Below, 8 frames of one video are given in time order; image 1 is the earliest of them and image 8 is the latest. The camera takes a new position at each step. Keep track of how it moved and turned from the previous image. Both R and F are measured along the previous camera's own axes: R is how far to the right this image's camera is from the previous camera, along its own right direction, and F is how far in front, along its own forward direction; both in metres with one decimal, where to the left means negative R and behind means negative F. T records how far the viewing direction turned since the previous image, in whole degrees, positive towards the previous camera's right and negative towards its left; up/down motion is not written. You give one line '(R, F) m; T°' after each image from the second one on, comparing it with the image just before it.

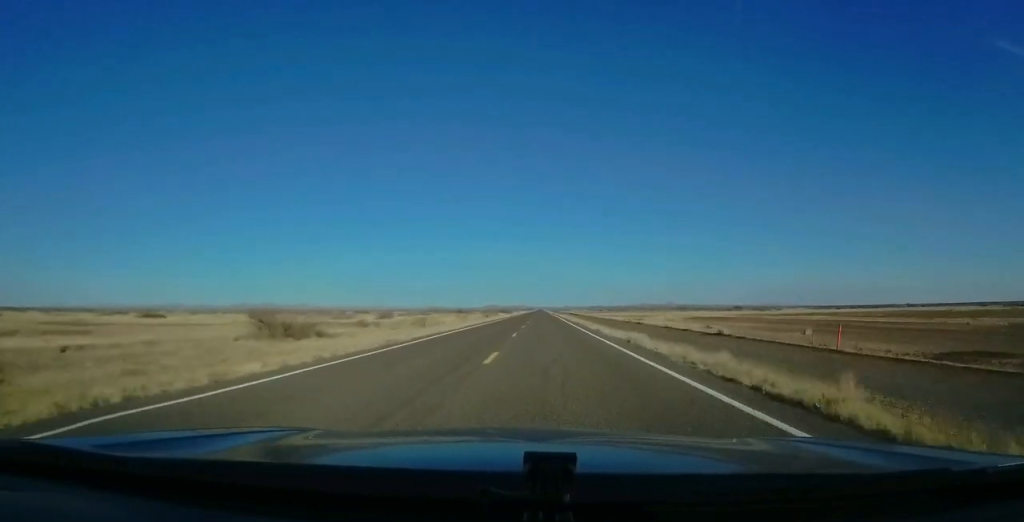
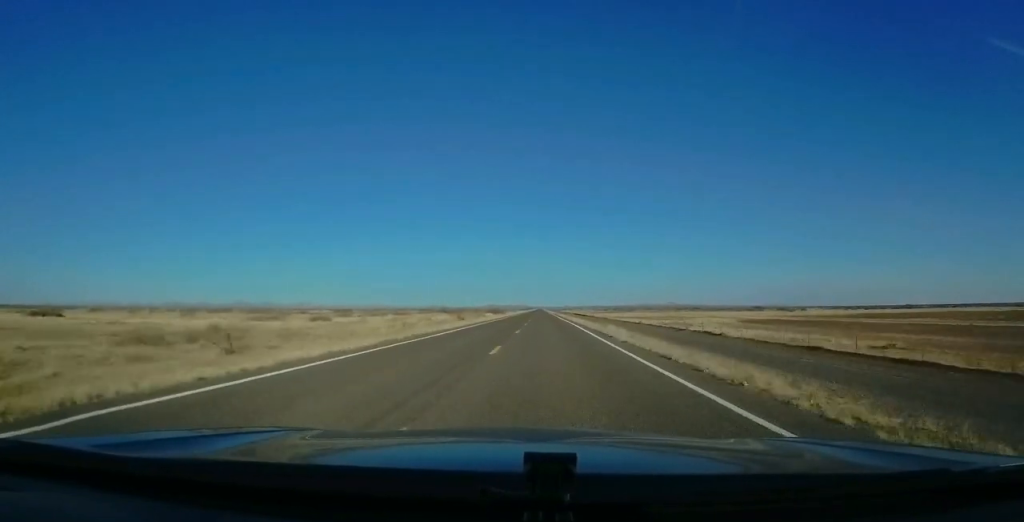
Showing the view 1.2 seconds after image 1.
(+0.2, +34.5) m; +1°
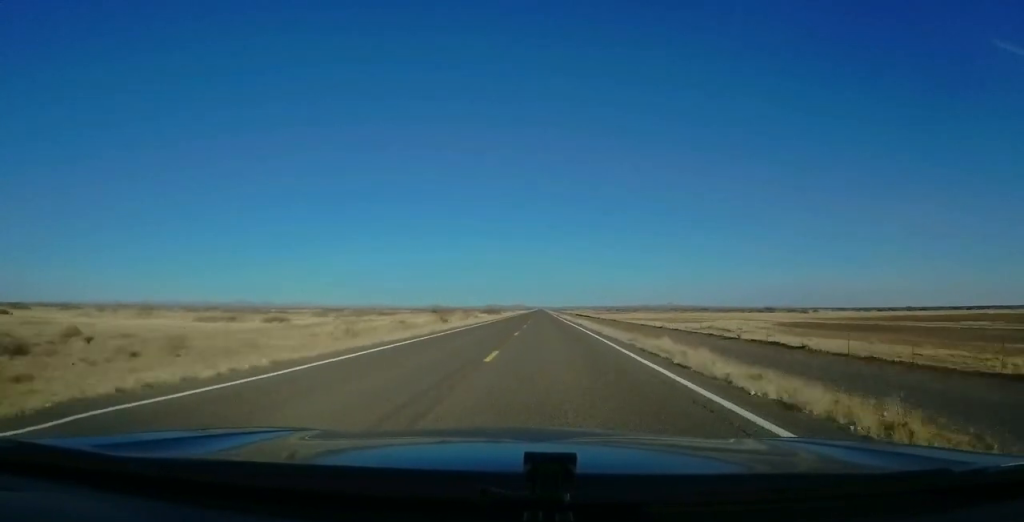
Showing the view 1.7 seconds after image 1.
(+0.2, +14.4) m; +1°
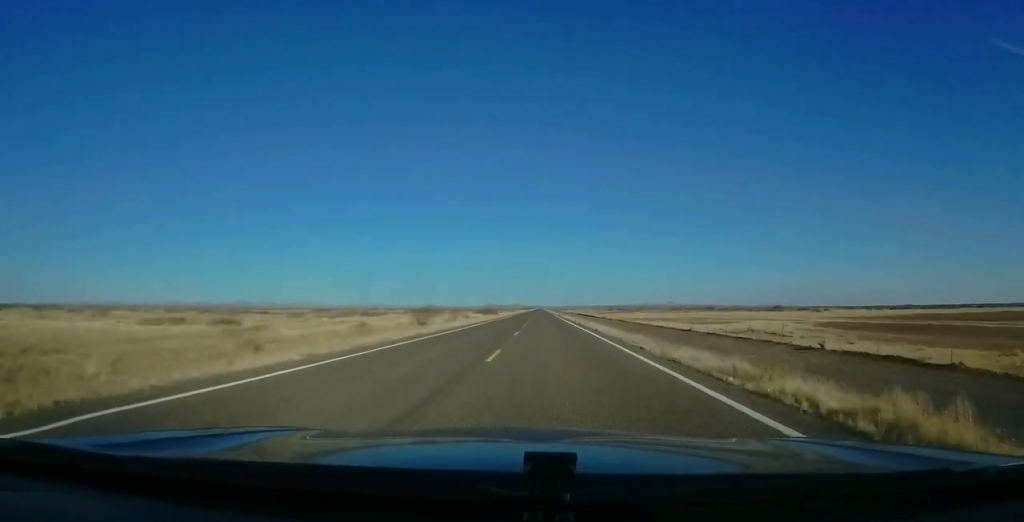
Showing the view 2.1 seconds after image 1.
(0.0, +12.5) m; 0°
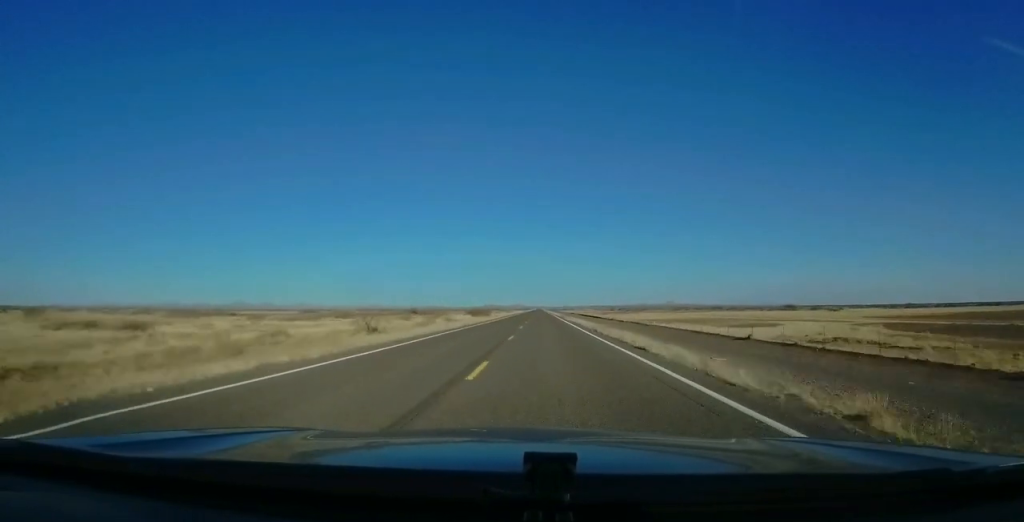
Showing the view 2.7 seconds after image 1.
(+0.1, +15.2) m; 0°
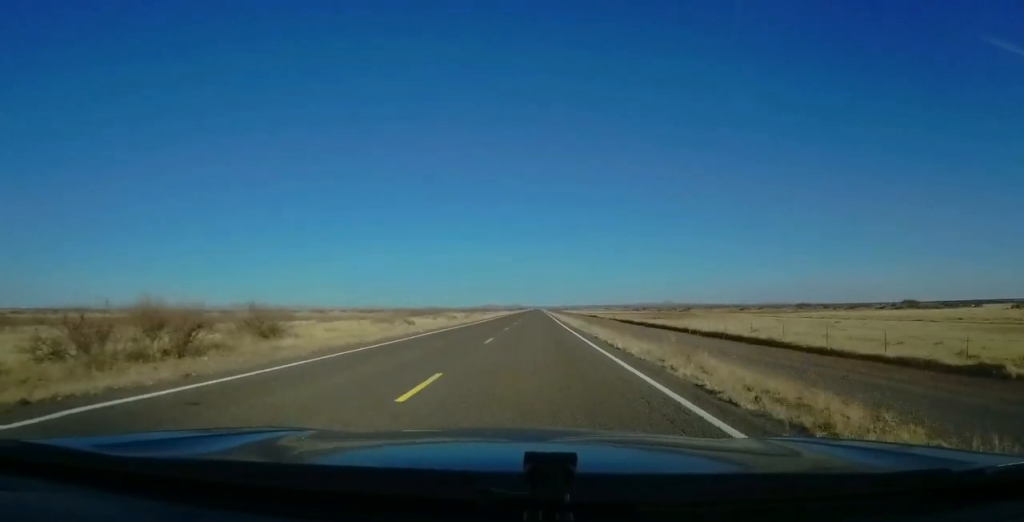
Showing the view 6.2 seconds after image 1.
(-1.4, +100.0) m; -1°
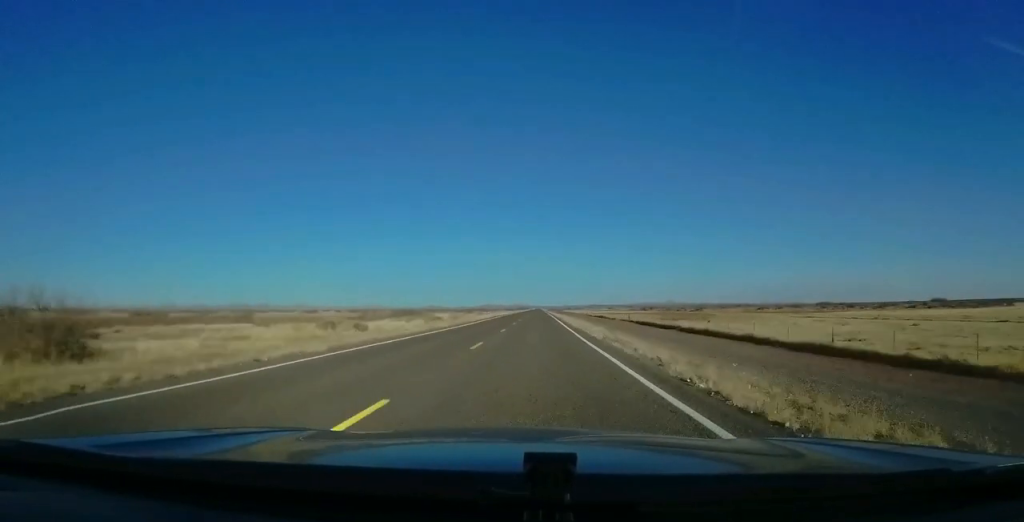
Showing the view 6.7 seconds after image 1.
(-0.2, +15.5) m; 0°
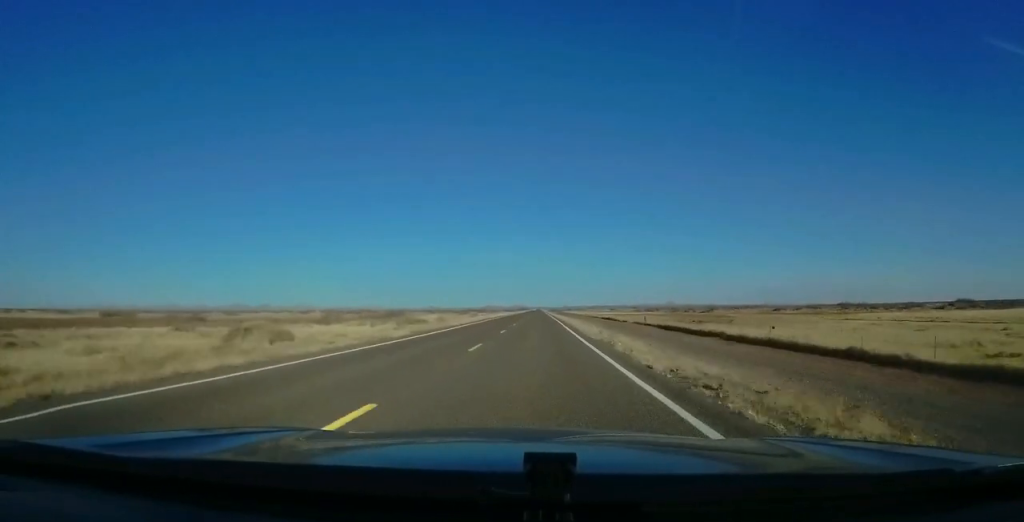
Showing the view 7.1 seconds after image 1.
(-0.2, +12.6) m; 0°
